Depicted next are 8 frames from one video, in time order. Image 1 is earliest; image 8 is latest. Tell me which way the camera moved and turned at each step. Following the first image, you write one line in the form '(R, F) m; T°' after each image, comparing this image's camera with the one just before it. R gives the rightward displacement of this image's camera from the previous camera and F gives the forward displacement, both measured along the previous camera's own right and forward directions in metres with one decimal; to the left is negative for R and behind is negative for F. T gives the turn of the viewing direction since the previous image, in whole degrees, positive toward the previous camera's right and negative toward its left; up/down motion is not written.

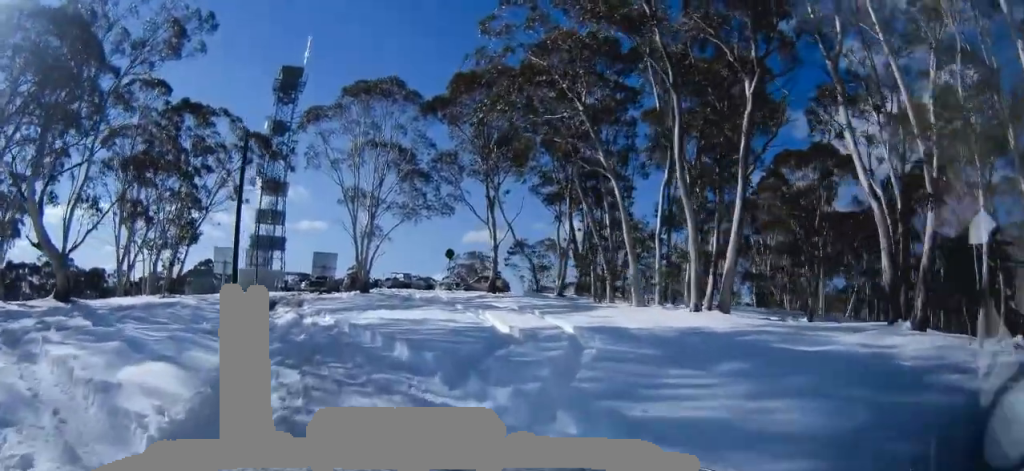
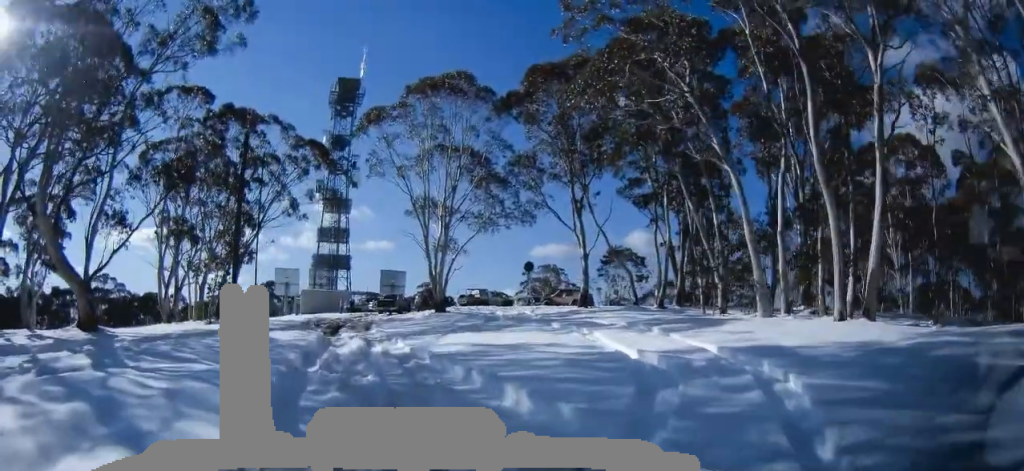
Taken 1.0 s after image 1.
(-0.1, +3.8) m; -2°
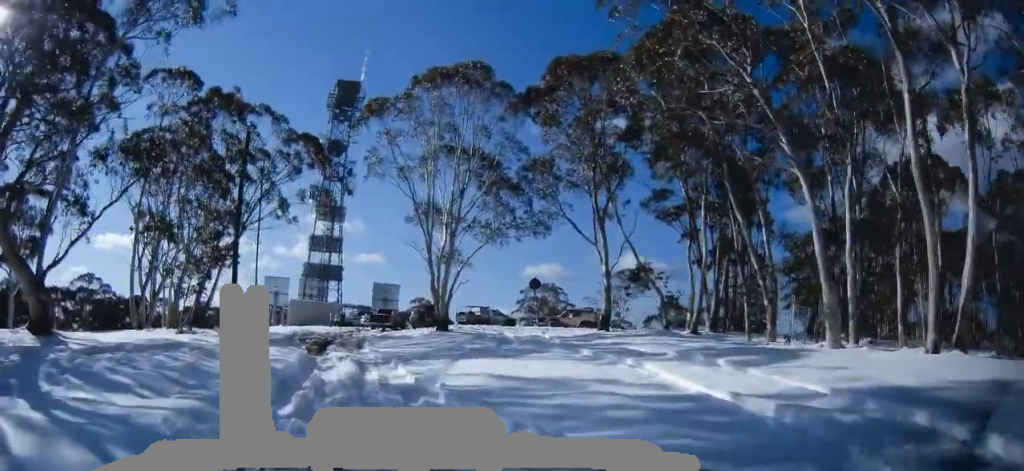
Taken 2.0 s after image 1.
(0.0, +3.5) m; 0°
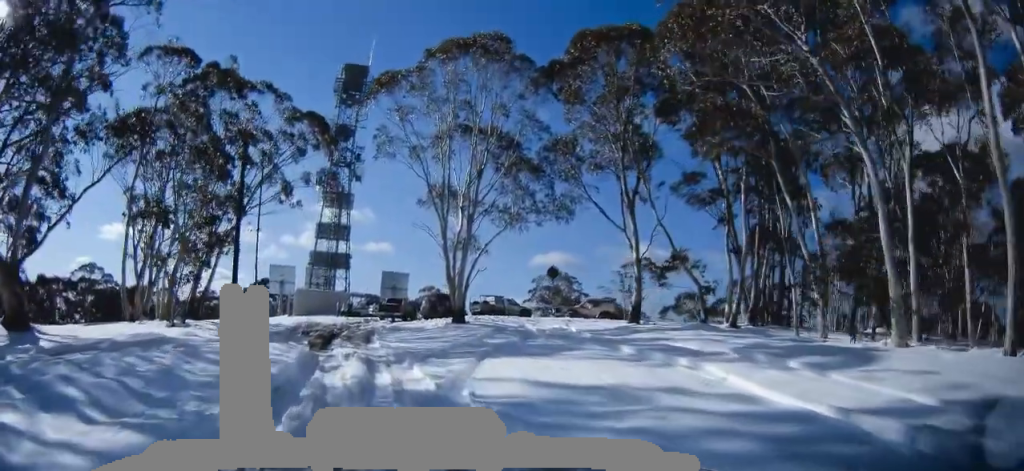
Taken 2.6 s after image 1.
(0.0, +2.3) m; 0°
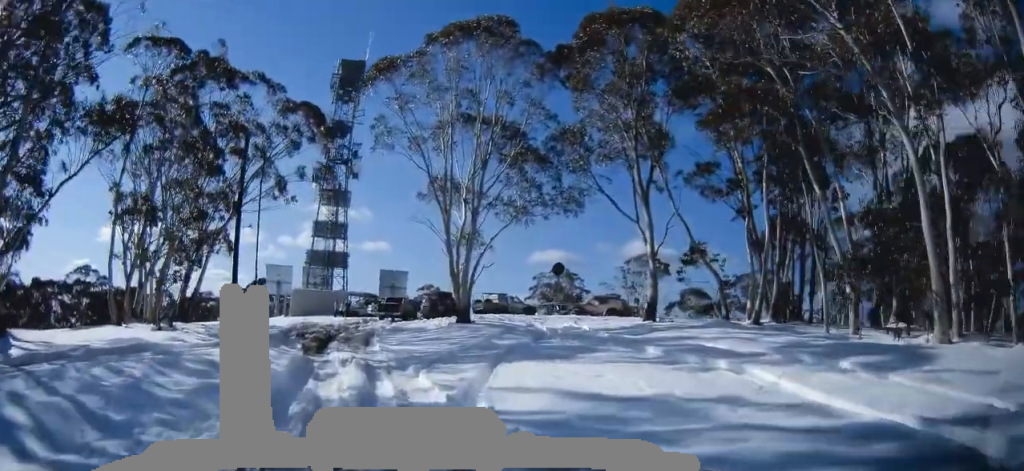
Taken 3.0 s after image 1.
(0.0, +1.7) m; 0°
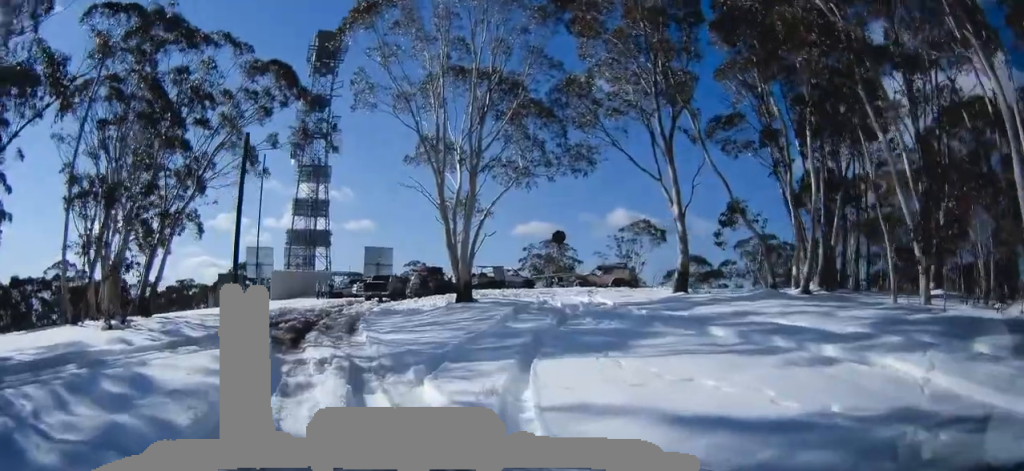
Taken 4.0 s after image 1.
(0.0, +3.5) m; 0°
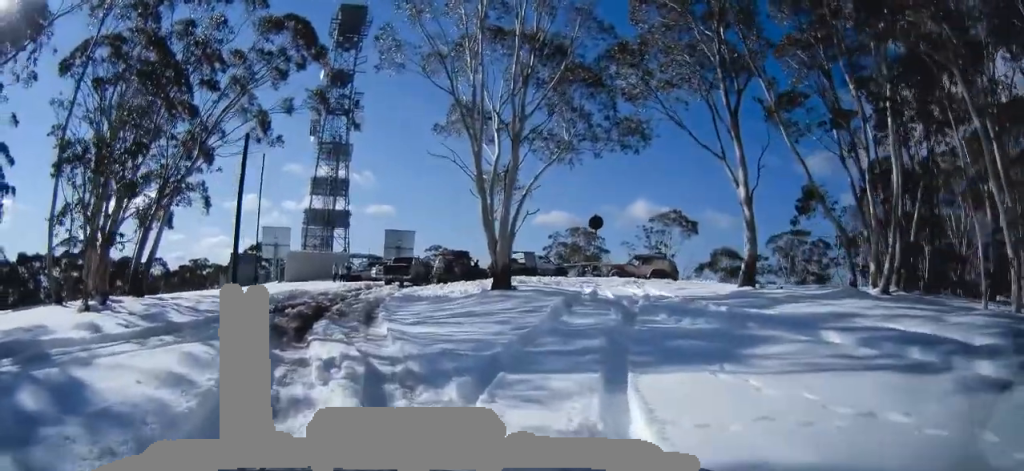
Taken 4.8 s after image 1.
(0.0, +2.8) m; 0°
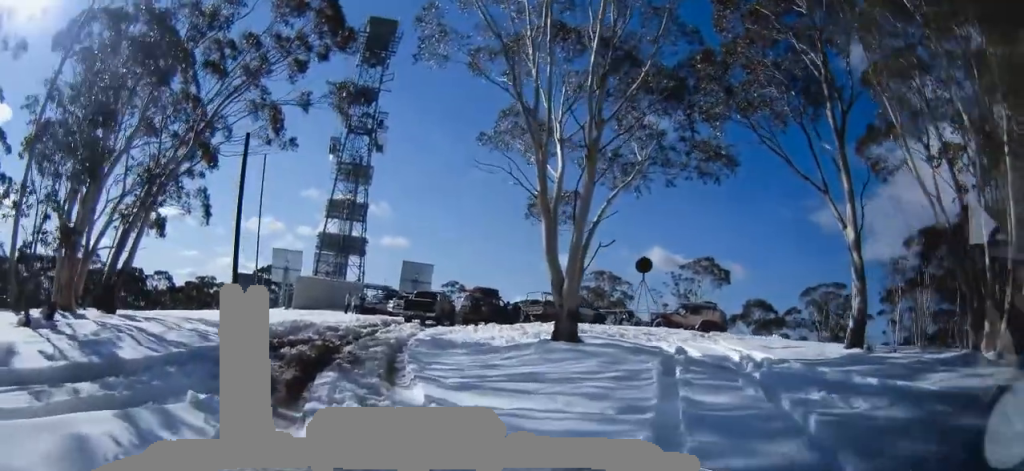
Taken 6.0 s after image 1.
(0.0, +4.2) m; 0°
